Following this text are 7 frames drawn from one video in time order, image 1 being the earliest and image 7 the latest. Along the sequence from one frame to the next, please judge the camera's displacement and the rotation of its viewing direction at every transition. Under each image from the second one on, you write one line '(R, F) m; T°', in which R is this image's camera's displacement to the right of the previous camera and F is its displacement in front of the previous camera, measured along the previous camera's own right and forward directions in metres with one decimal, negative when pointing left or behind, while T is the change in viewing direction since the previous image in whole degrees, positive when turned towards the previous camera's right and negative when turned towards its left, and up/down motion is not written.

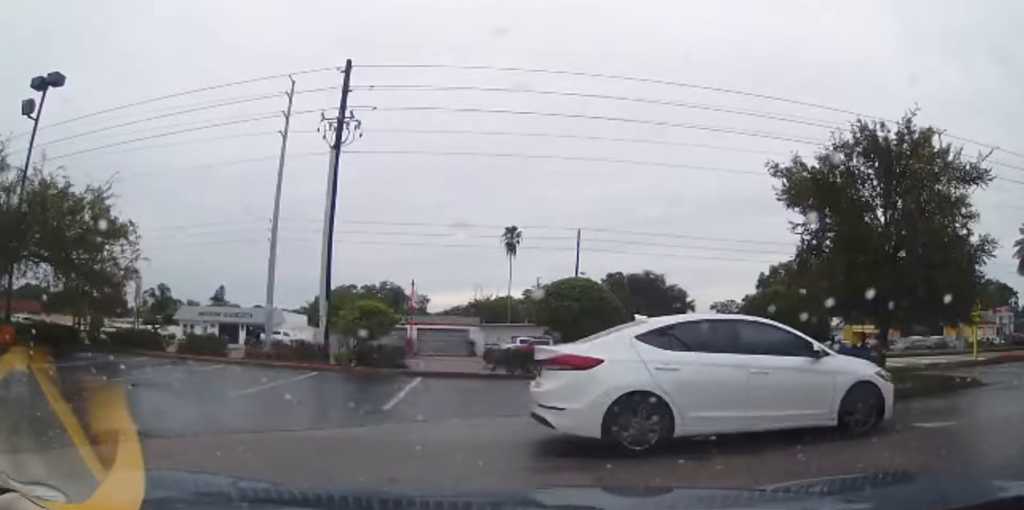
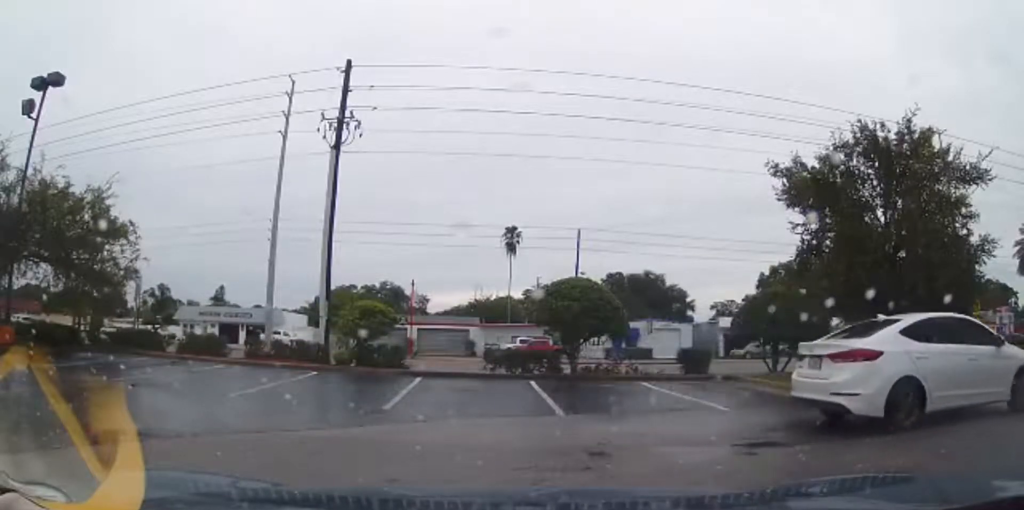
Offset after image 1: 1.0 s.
(0.0, 0.0) m; 0°
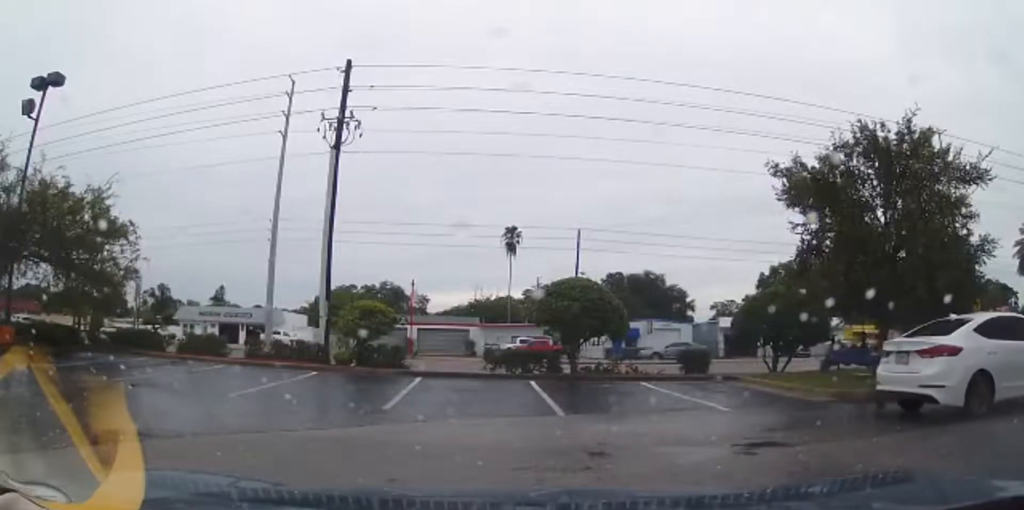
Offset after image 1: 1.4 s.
(0.0, 0.0) m; 0°
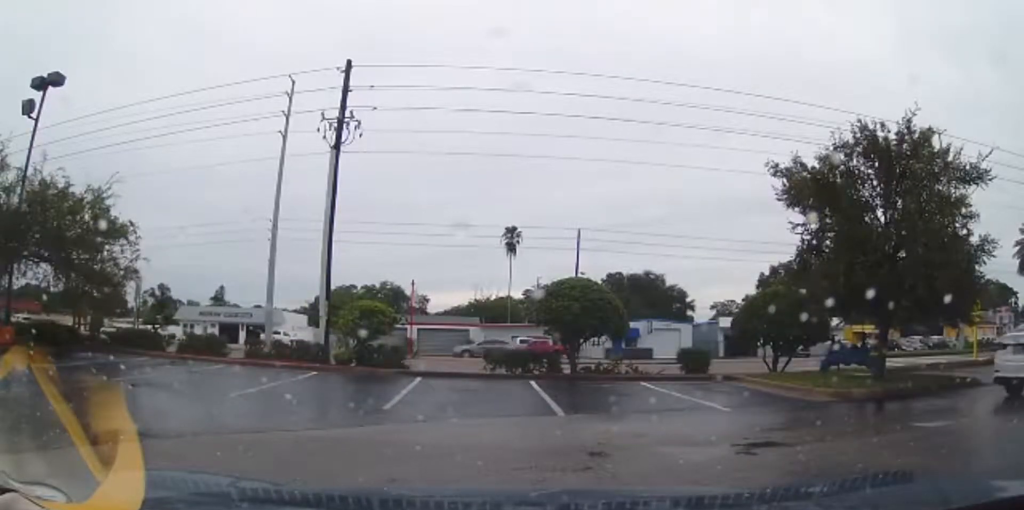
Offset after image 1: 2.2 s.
(0.0, 0.0) m; 0°
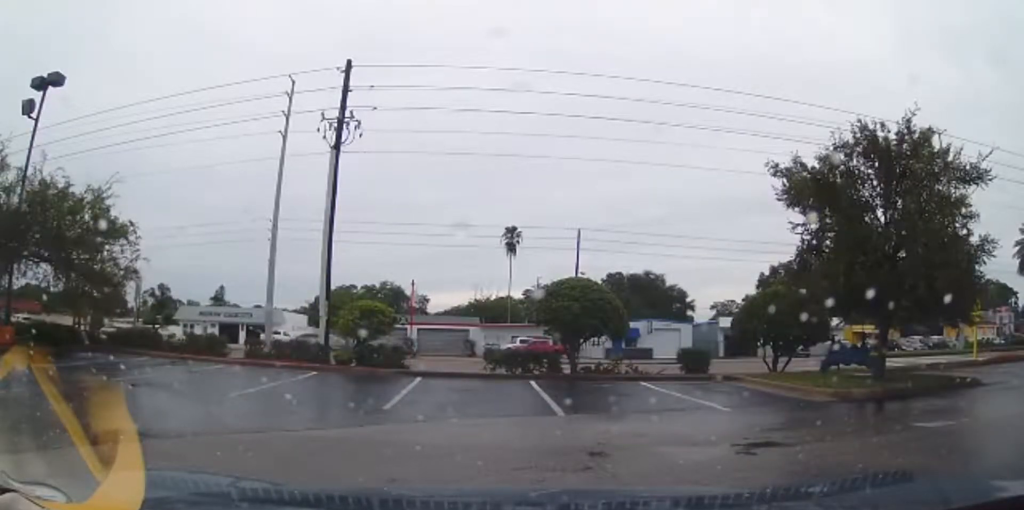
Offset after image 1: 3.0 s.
(0.0, 0.0) m; 0°
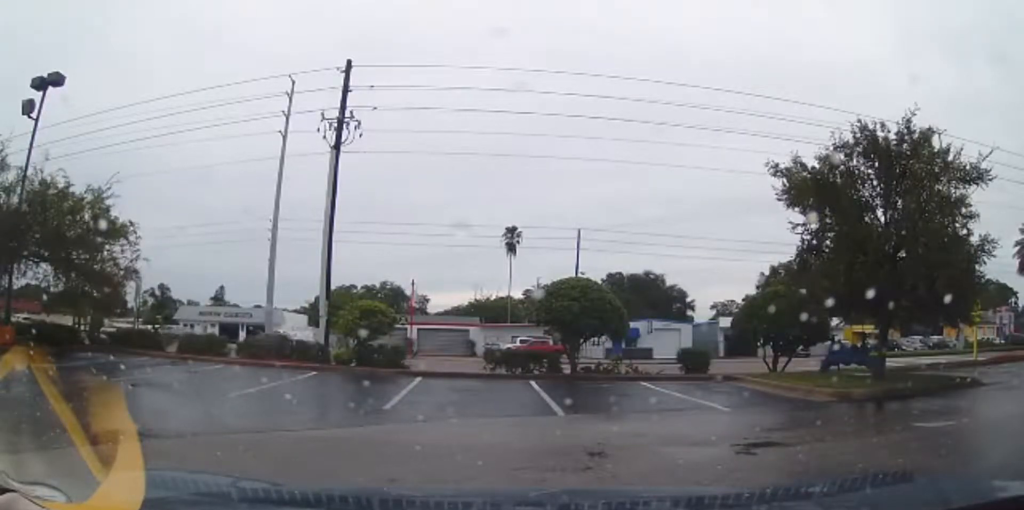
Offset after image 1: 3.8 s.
(0.0, 0.0) m; 0°
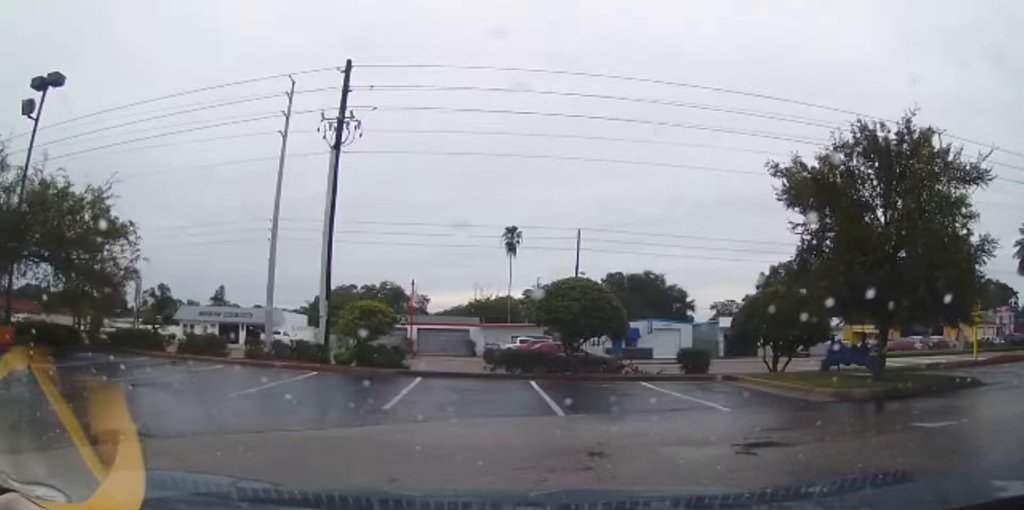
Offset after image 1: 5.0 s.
(0.0, 0.0) m; 0°
